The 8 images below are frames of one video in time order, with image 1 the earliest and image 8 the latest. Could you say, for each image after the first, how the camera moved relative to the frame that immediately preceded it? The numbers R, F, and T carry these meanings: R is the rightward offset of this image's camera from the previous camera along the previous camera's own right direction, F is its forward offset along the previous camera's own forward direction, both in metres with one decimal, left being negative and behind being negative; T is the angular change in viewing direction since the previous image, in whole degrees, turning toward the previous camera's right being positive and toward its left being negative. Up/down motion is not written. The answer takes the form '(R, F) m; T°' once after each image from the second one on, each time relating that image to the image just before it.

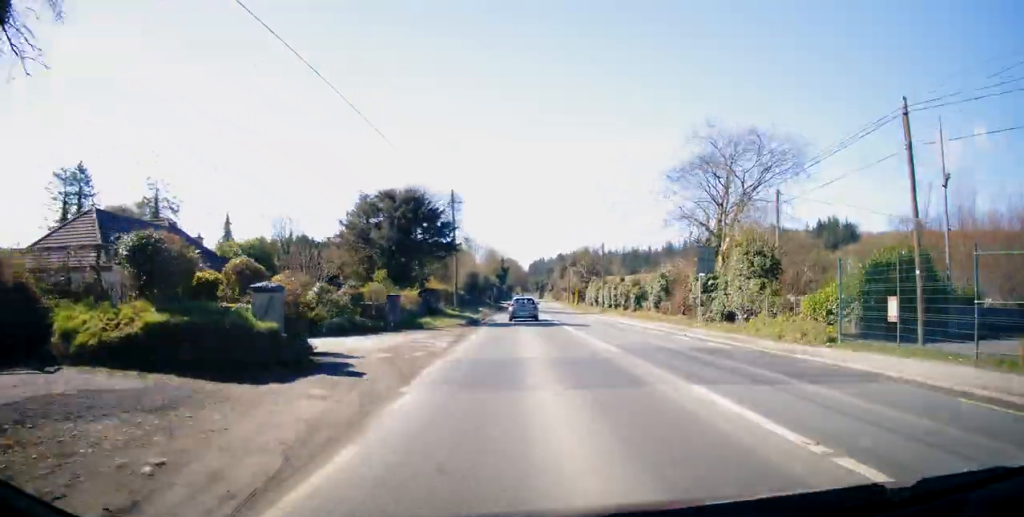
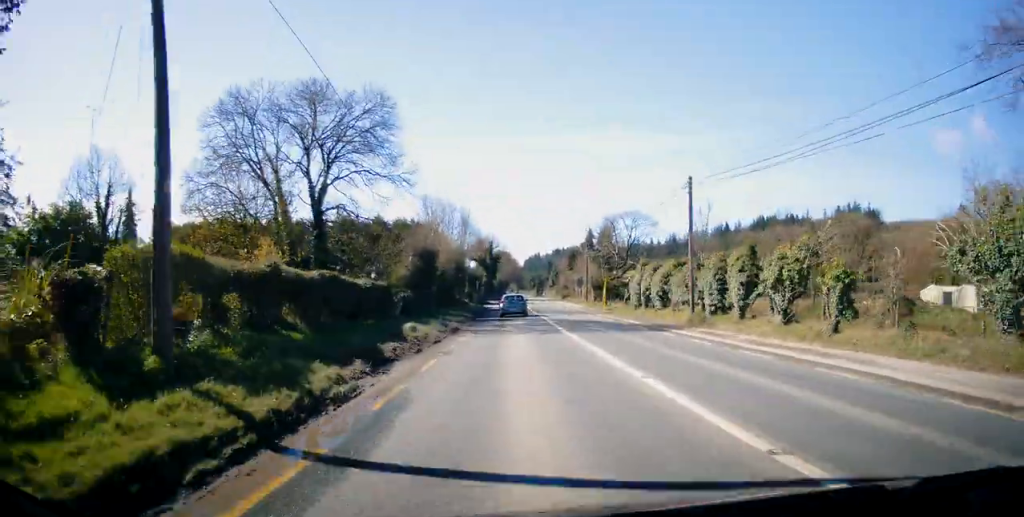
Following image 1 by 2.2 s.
(+0.9, +31.5) m; +2°
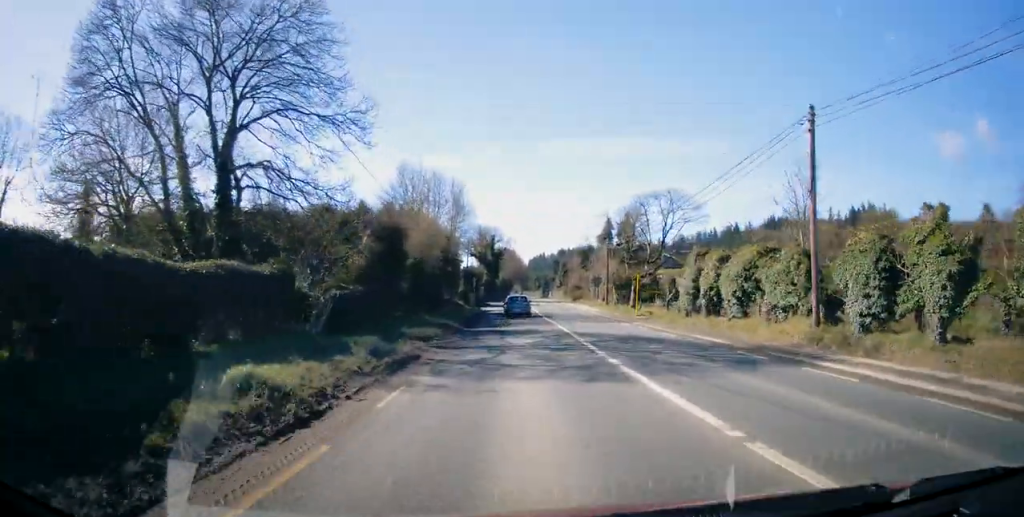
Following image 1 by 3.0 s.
(-0.2, +11.8) m; -1°
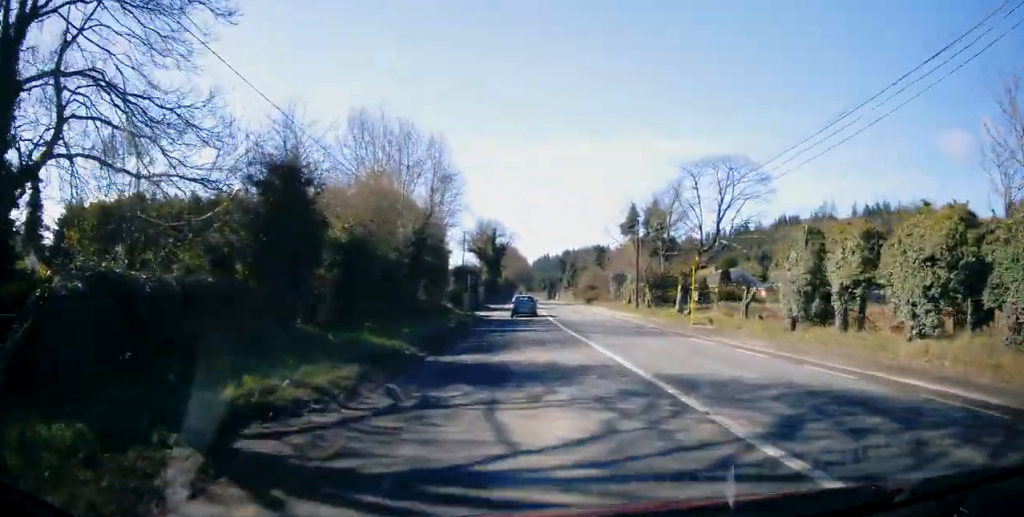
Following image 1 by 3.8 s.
(-0.2, +11.8) m; -1°
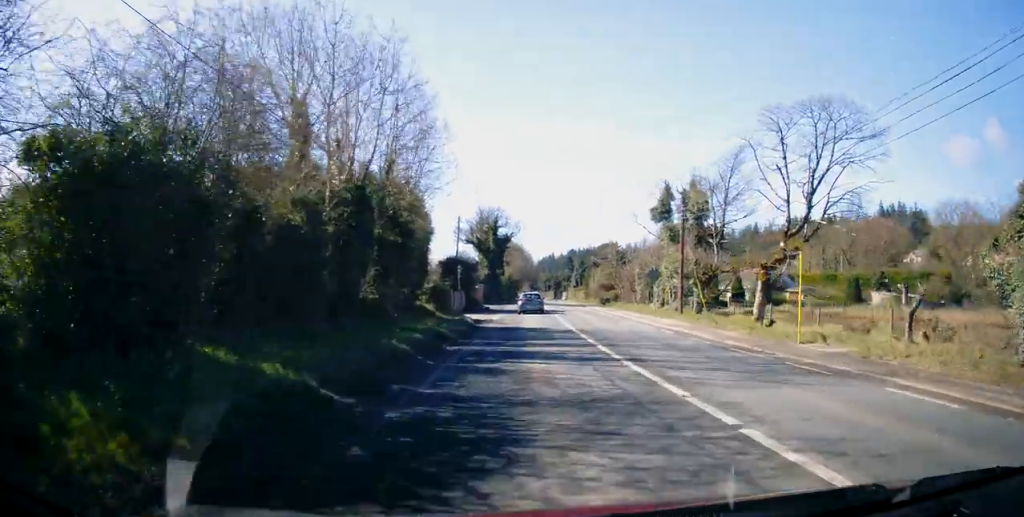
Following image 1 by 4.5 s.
(0.0, +10.7) m; -1°
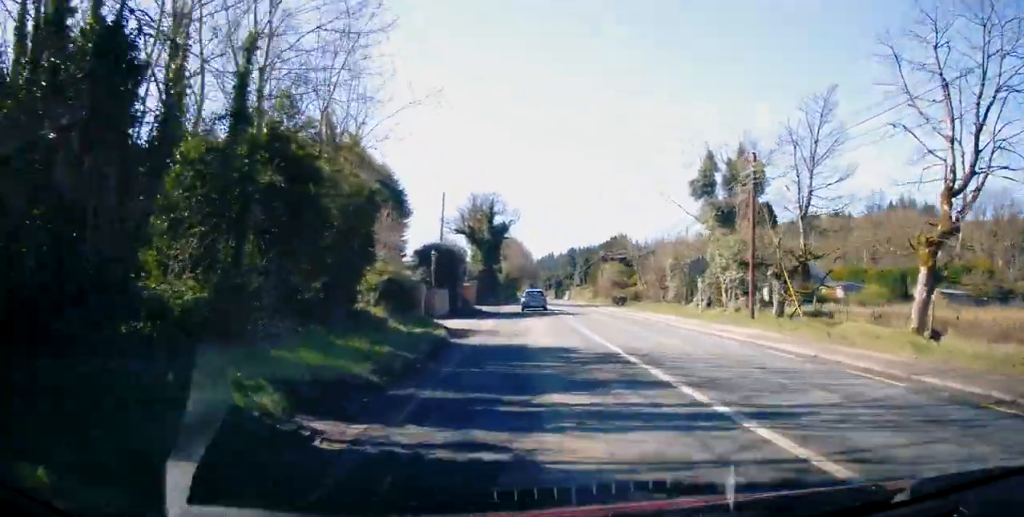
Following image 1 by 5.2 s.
(-0.2, +10.3) m; +1°
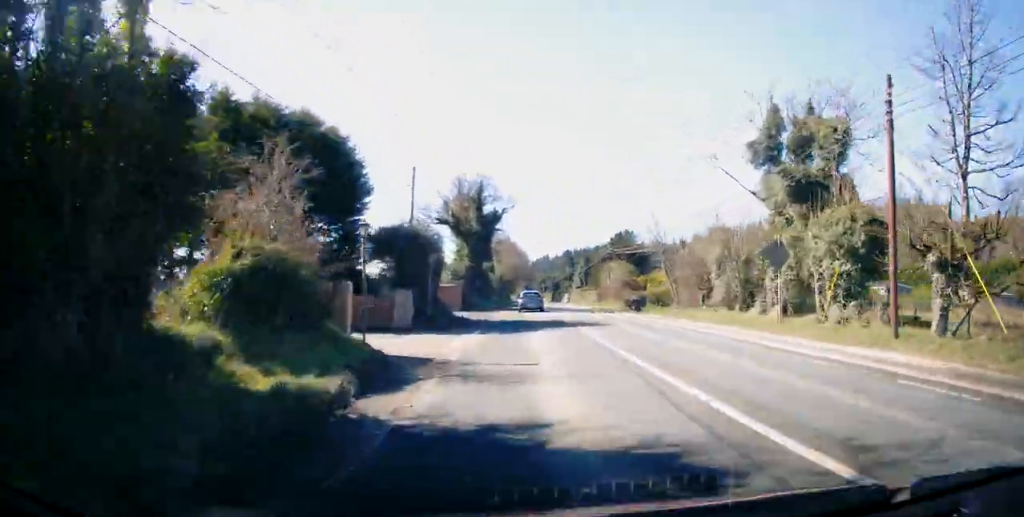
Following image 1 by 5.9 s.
(+0.3, +9.8) m; +1°
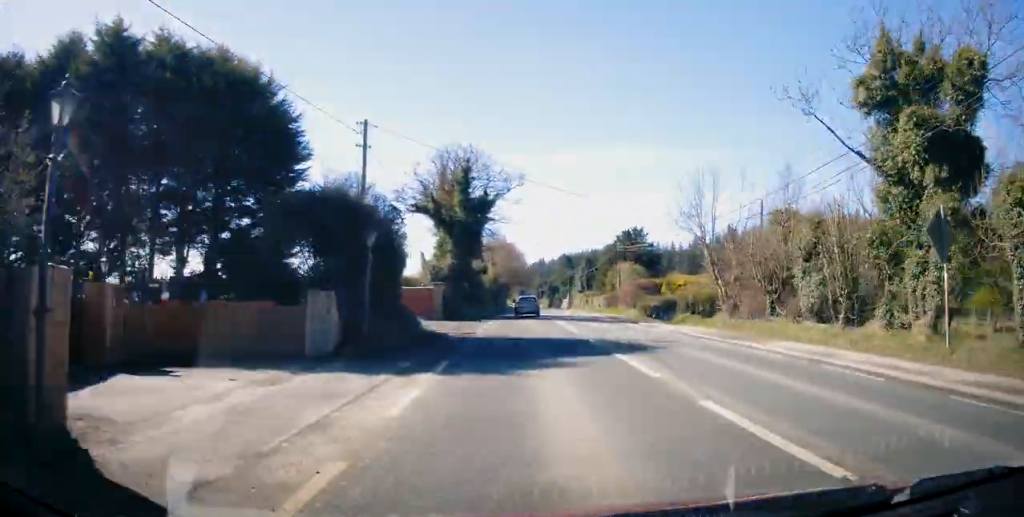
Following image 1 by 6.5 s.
(+0.3, +9.3) m; +1°
